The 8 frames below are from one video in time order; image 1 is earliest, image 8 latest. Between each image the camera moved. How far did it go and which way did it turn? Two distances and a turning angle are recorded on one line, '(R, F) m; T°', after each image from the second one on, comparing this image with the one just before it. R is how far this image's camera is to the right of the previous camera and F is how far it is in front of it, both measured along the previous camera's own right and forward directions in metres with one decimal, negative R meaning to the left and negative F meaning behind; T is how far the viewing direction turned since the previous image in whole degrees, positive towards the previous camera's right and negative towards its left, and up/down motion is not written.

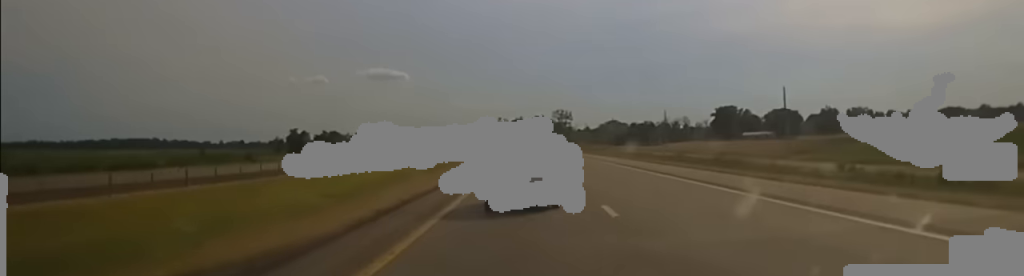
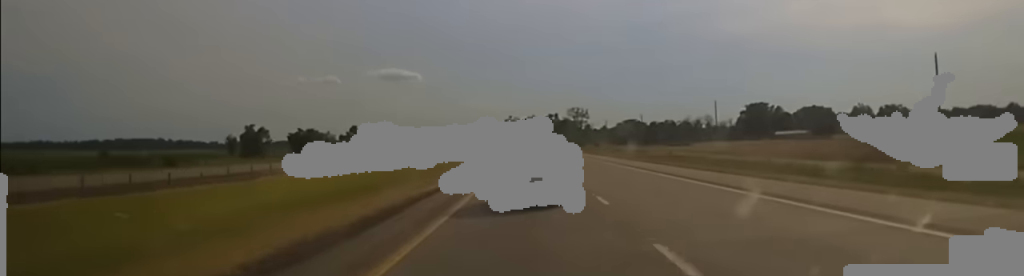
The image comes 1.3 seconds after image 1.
(-0.2, +47.1) m; -1°
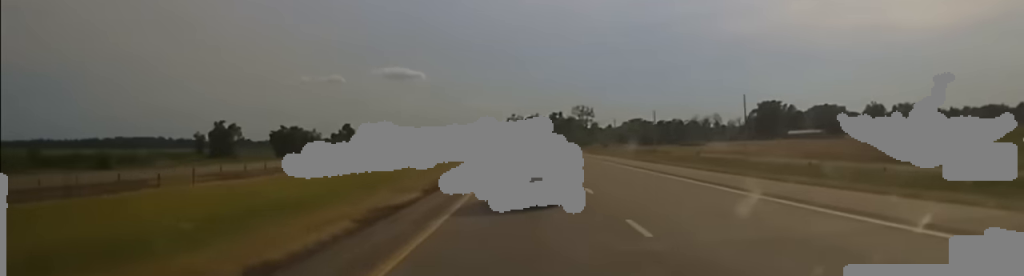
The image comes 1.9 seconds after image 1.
(0.0, +23.3) m; -1°
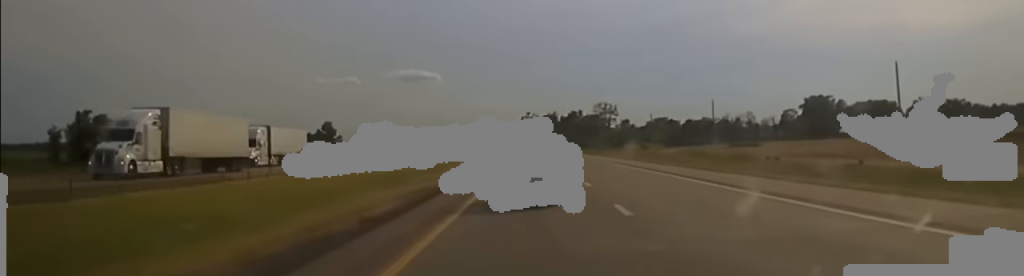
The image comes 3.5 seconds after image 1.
(-0.8, +57.9) m; -1°
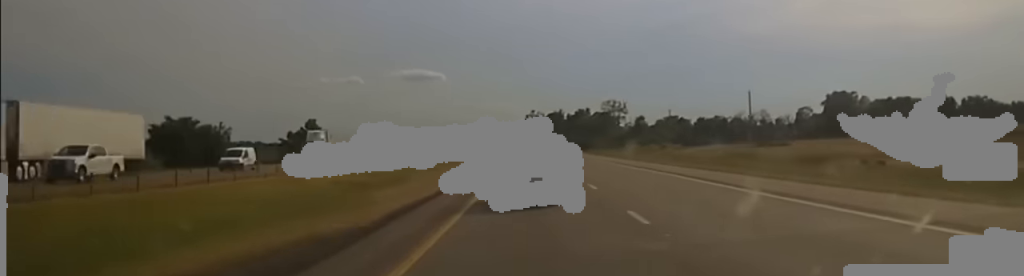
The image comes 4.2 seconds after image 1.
(0.0, +25.1) m; 0°
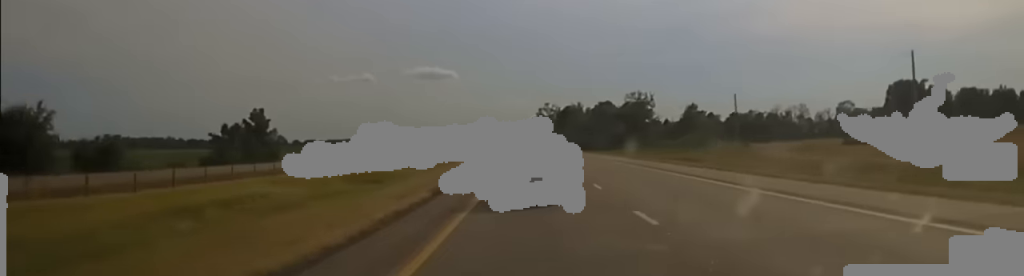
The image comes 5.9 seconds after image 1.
(-0.5, +51.9) m; -1°
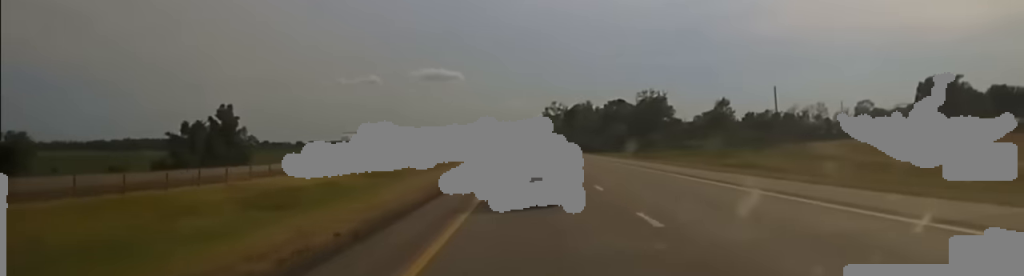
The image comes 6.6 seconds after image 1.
(-0.2, +21.7) m; 0°
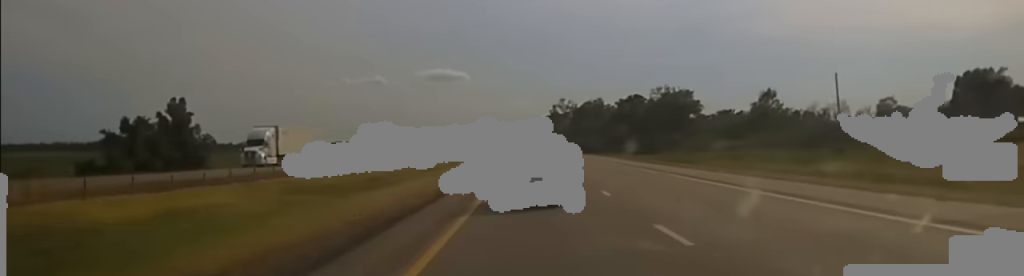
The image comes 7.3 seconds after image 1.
(-0.1, +24.3) m; 0°
